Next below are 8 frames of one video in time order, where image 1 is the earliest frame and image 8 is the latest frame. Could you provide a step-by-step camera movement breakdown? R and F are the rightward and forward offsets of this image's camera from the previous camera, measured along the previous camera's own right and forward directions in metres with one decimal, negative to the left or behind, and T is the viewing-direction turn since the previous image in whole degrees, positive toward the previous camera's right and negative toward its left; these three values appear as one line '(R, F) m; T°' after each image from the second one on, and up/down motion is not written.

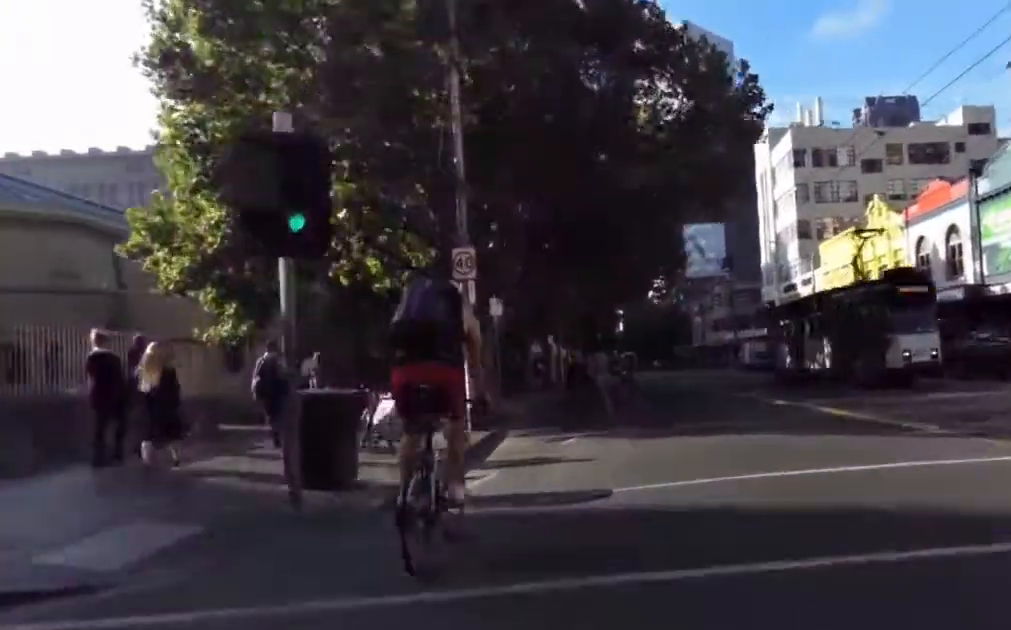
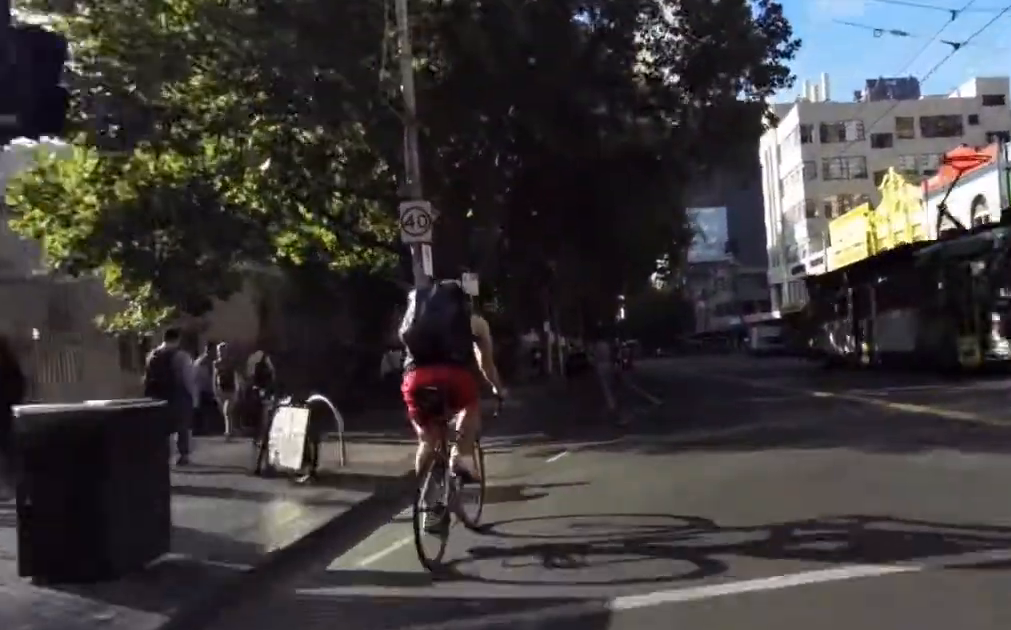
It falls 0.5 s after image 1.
(-0.3, +4.0) m; +1°
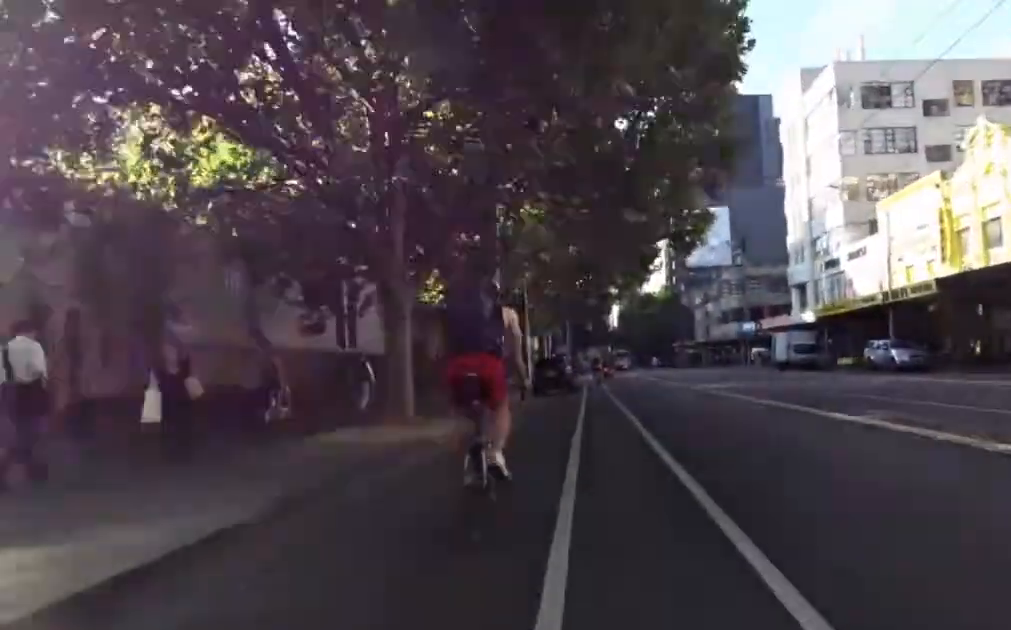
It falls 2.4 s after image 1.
(+1.8, +15.6) m; +14°
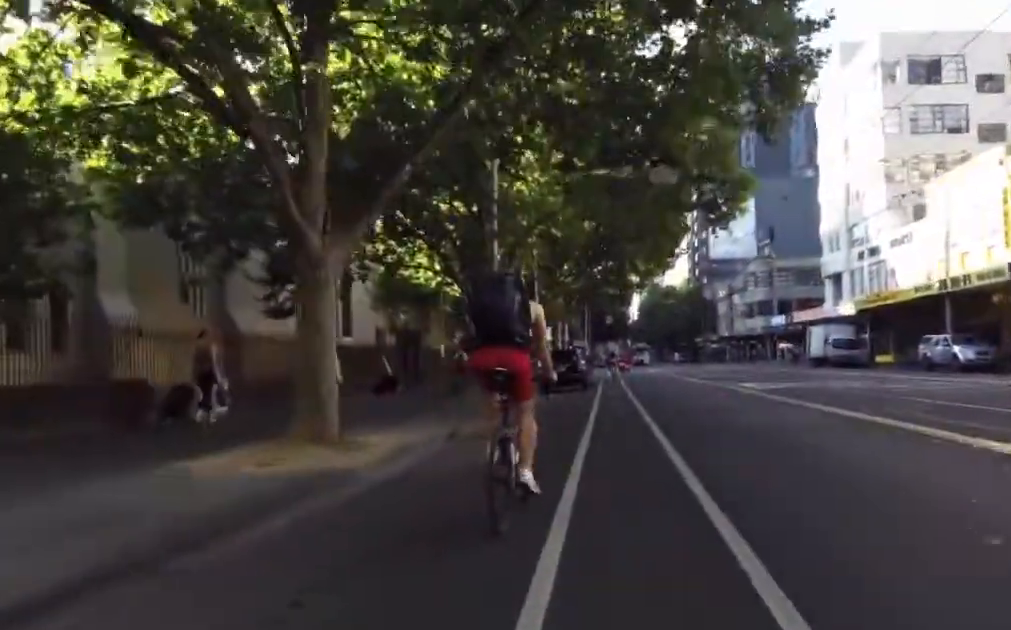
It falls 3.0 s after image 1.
(+0.3, +4.9) m; +1°
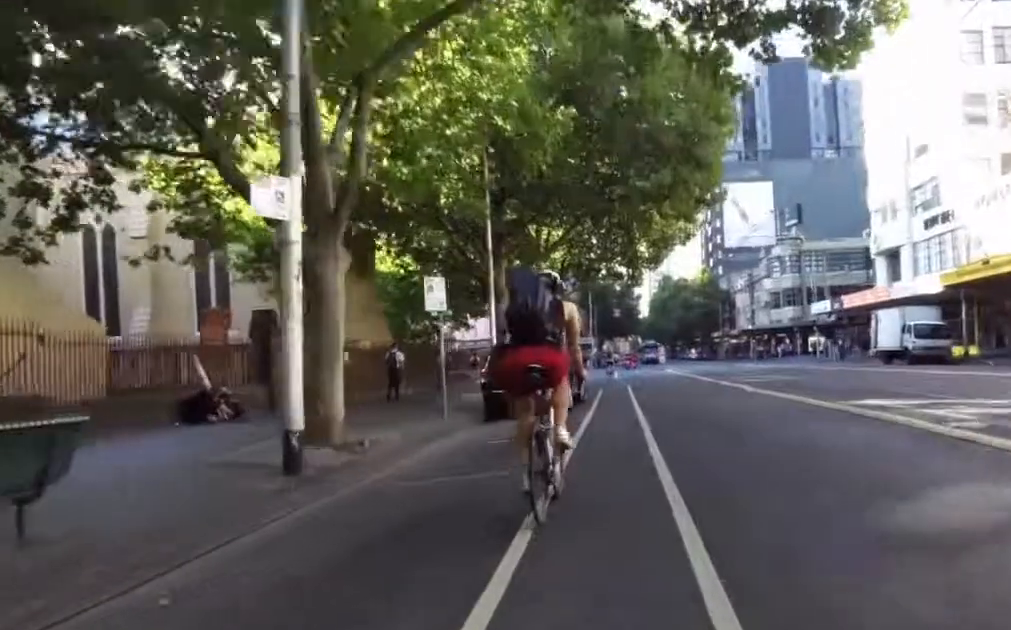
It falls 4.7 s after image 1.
(-0.6, +13.1) m; -1°
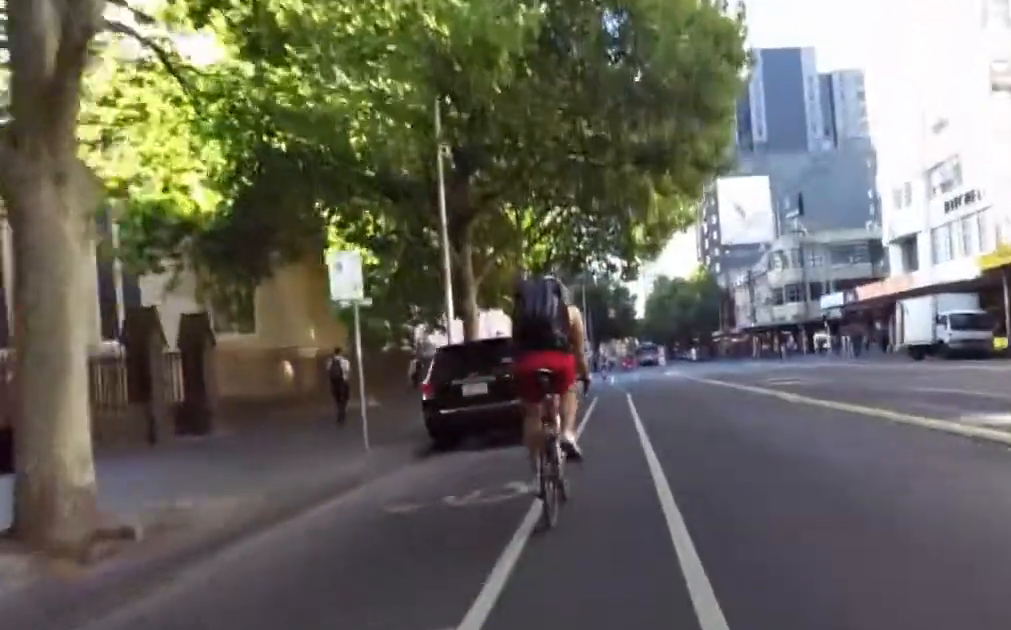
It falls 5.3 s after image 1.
(+0.1, +4.8) m; +1°
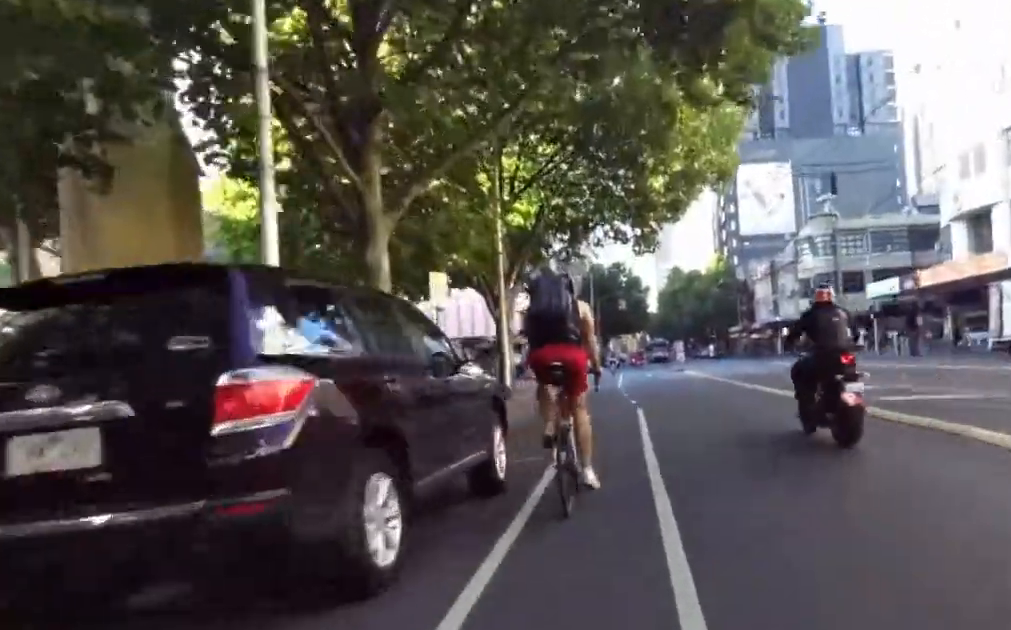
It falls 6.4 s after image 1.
(+0.1, +9.2) m; -3°
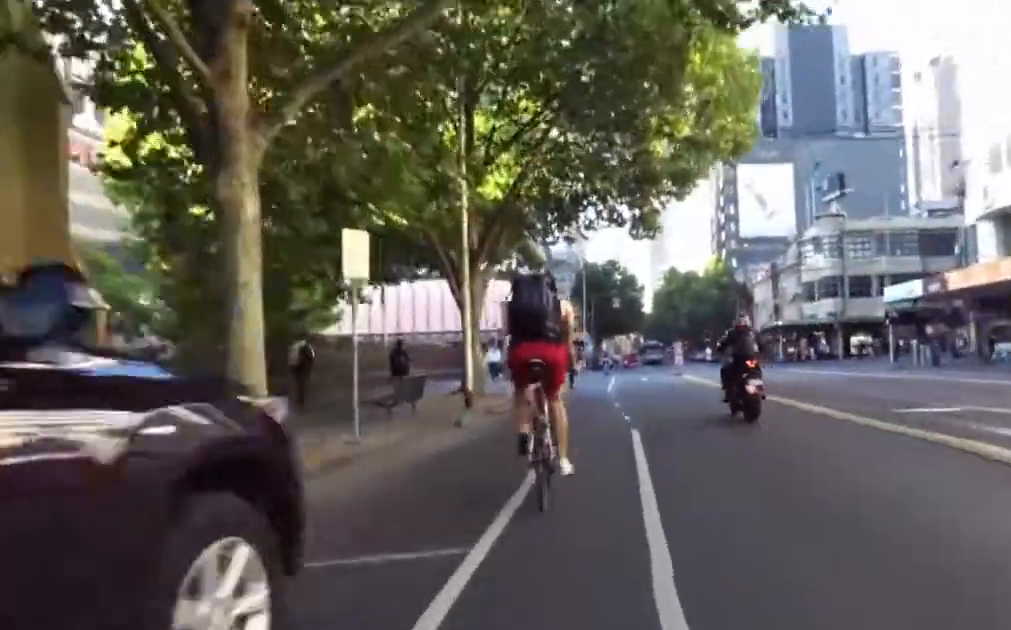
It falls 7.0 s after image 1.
(-0.1, +4.6) m; -4°
